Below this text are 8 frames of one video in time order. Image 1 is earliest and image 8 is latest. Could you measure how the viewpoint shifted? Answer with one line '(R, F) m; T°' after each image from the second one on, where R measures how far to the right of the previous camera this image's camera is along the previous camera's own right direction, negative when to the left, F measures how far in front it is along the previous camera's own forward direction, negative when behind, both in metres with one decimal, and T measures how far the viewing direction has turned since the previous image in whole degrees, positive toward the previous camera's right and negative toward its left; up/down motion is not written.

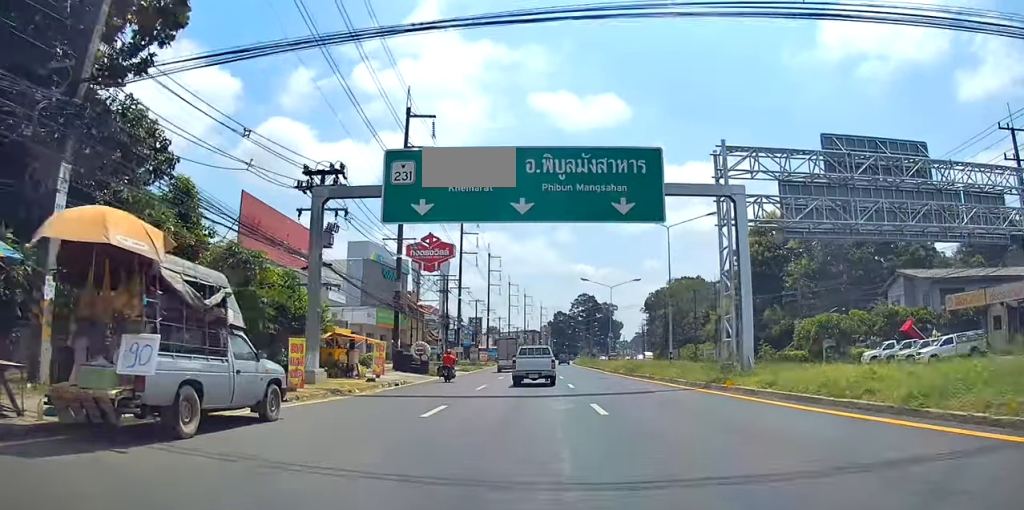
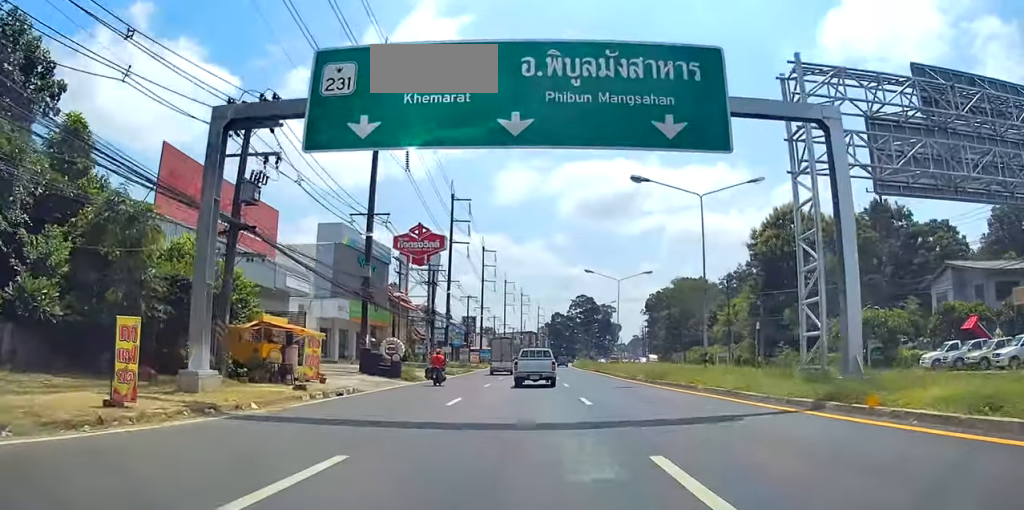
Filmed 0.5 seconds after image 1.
(0.0, +8.7) m; 0°
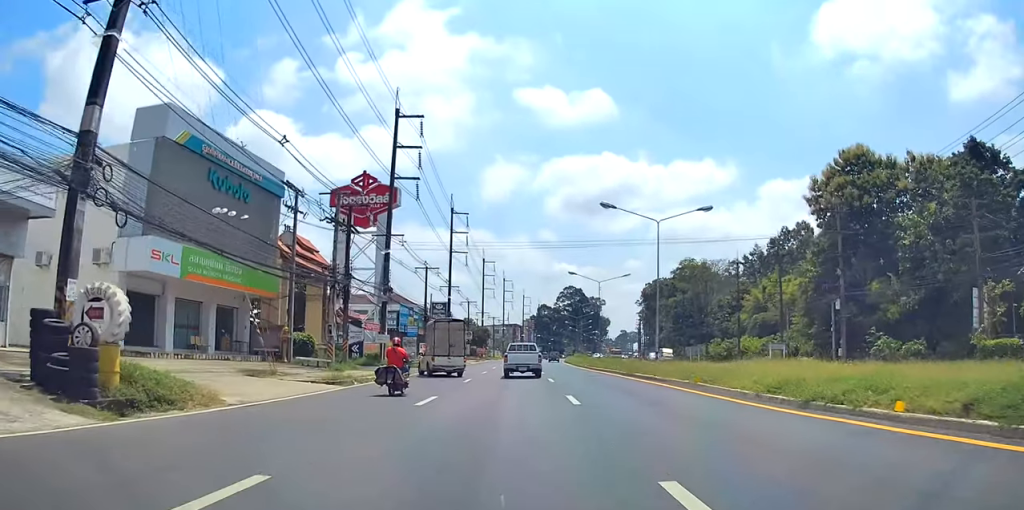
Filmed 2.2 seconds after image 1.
(+0.4, +26.0) m; +3°
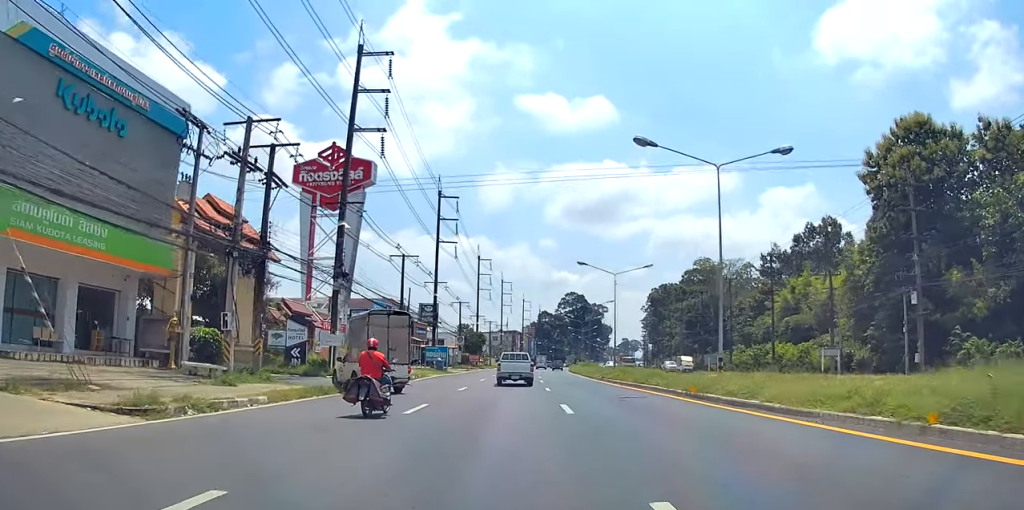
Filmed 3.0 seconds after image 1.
(+0.1, +12.8) m; 0°
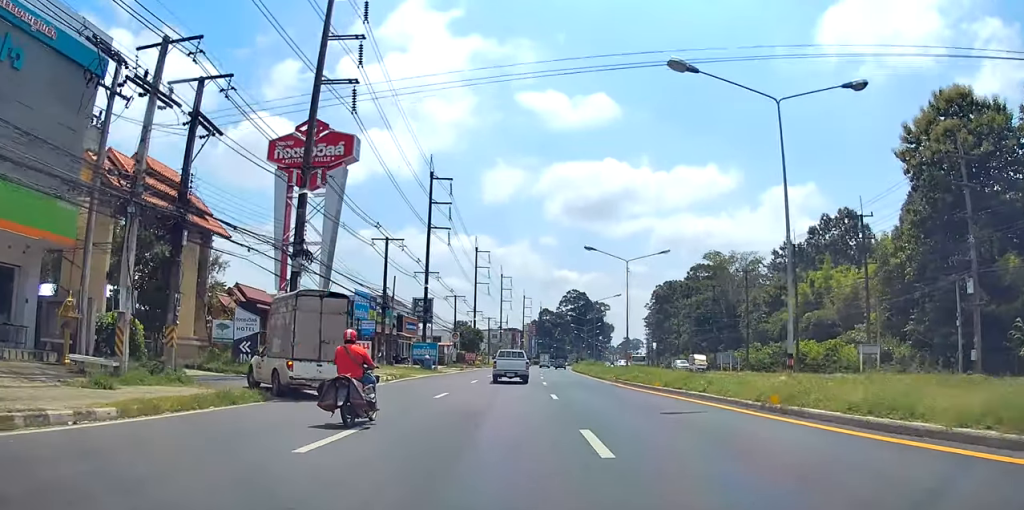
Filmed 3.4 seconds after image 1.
(+0.1, +6.5) m; 0°
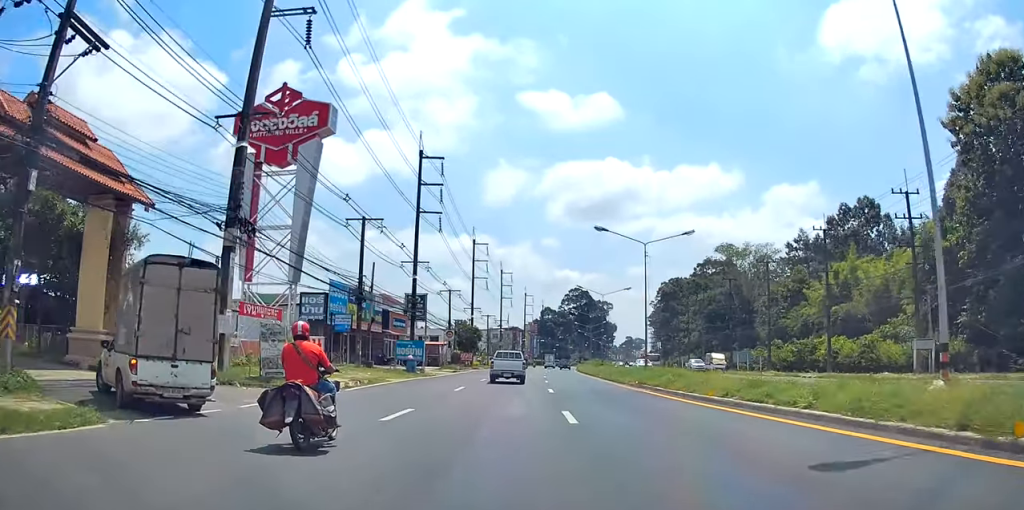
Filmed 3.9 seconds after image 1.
(-0.1, +7.3) m; 0°
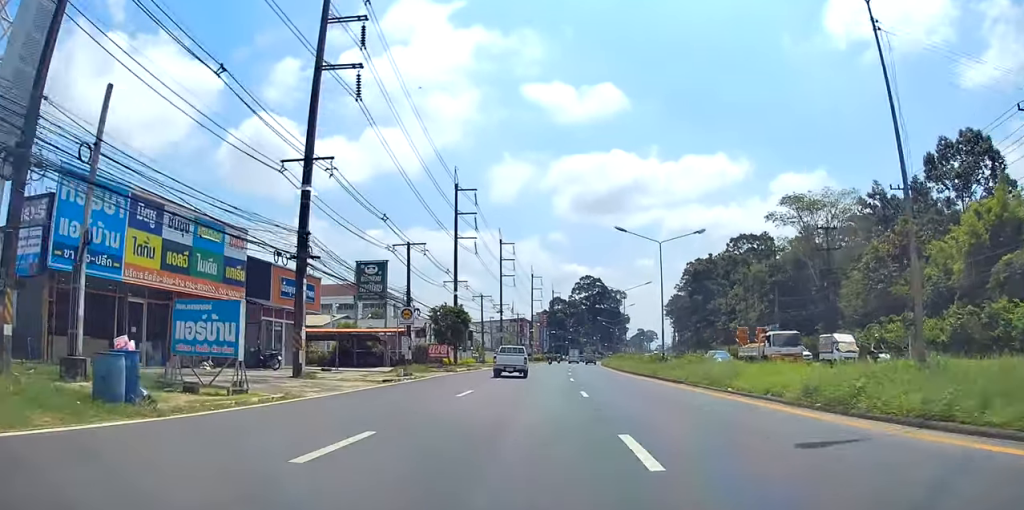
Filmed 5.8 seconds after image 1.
(+0.3, +29.5) m; +2°
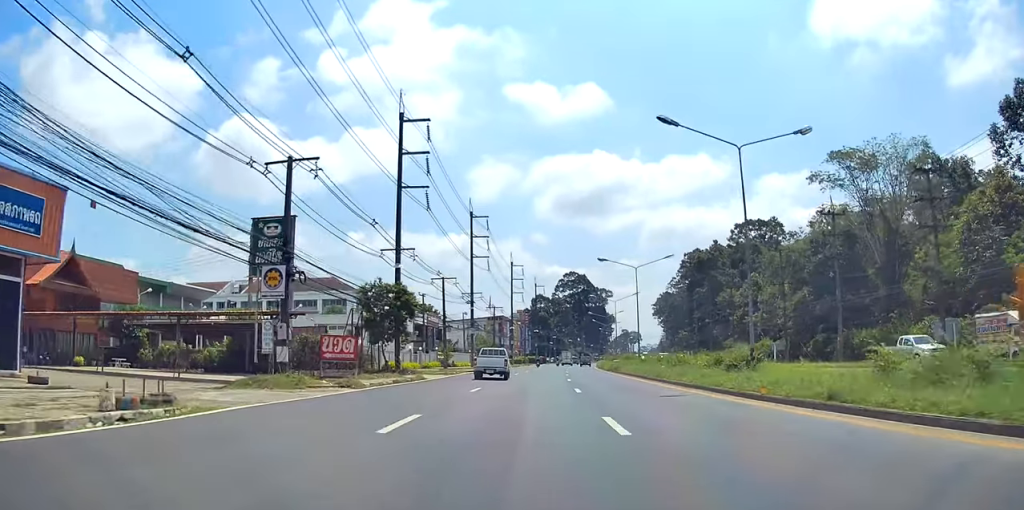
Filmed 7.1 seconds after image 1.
(+0.1, +21.1) m; +1°
